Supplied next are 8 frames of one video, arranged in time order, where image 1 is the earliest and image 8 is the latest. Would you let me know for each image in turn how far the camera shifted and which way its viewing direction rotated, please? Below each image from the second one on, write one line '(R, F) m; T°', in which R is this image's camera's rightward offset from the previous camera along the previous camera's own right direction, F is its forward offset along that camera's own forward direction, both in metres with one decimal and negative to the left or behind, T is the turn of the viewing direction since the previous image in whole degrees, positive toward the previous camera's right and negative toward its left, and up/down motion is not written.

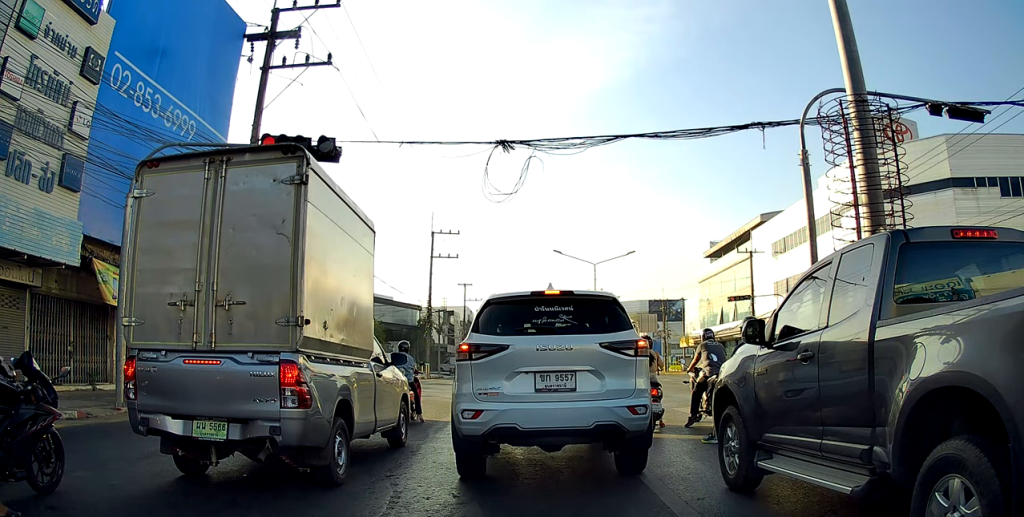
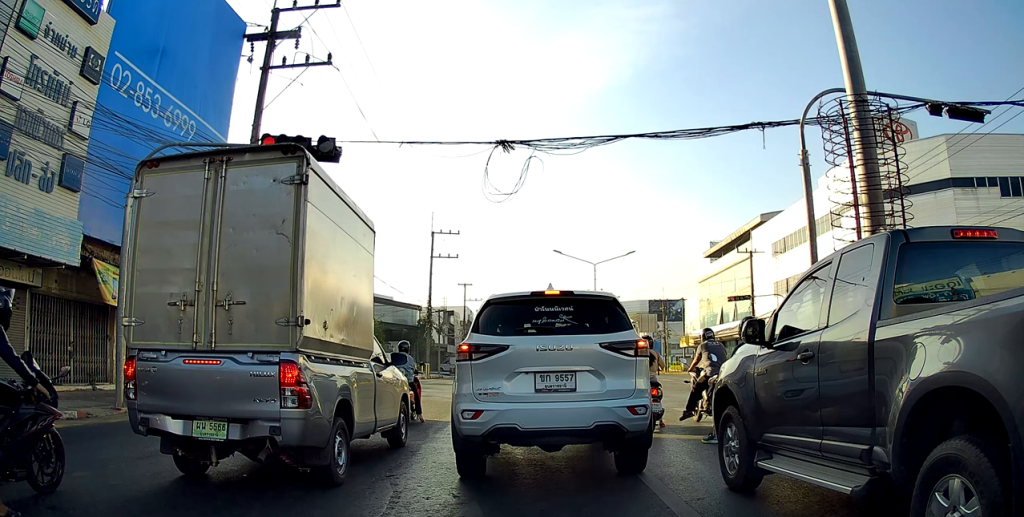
(0.0, 0.0) m; 0°
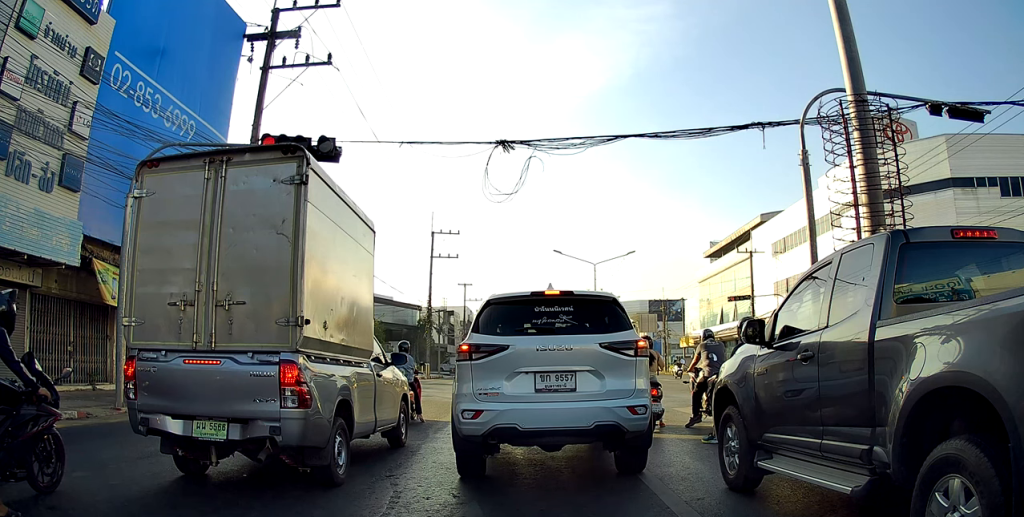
(0.0, 0.0) m; 0°
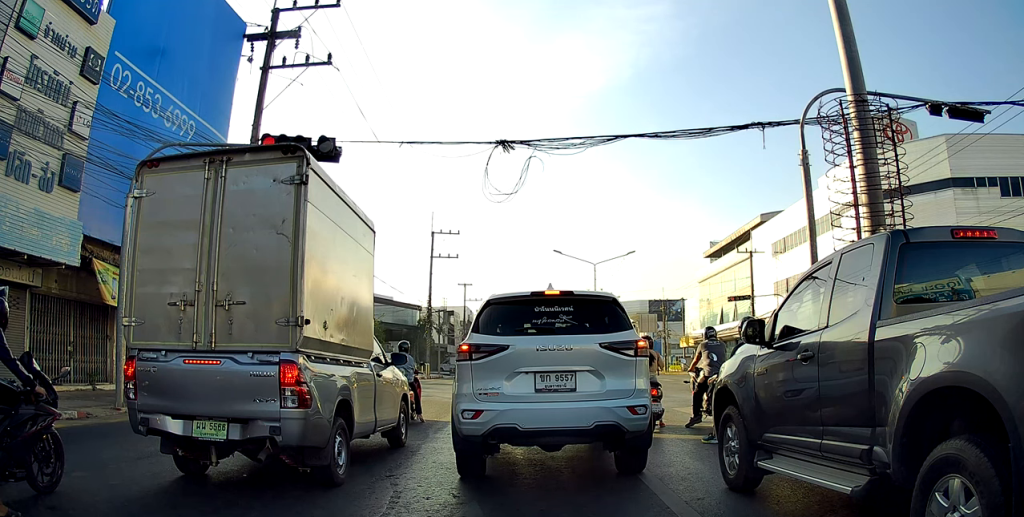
(0.0, 0.0) m; 0°
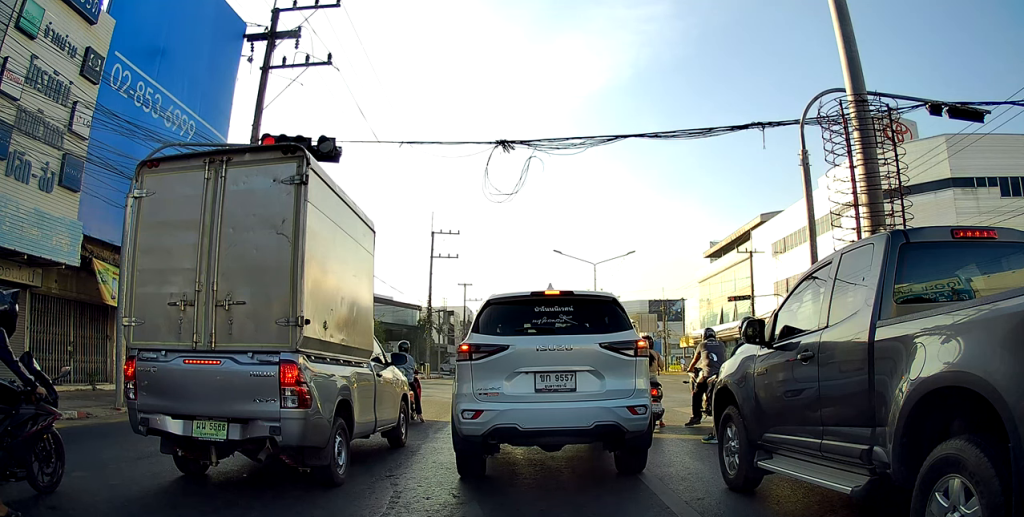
(0.0, 0.0) m; 0°
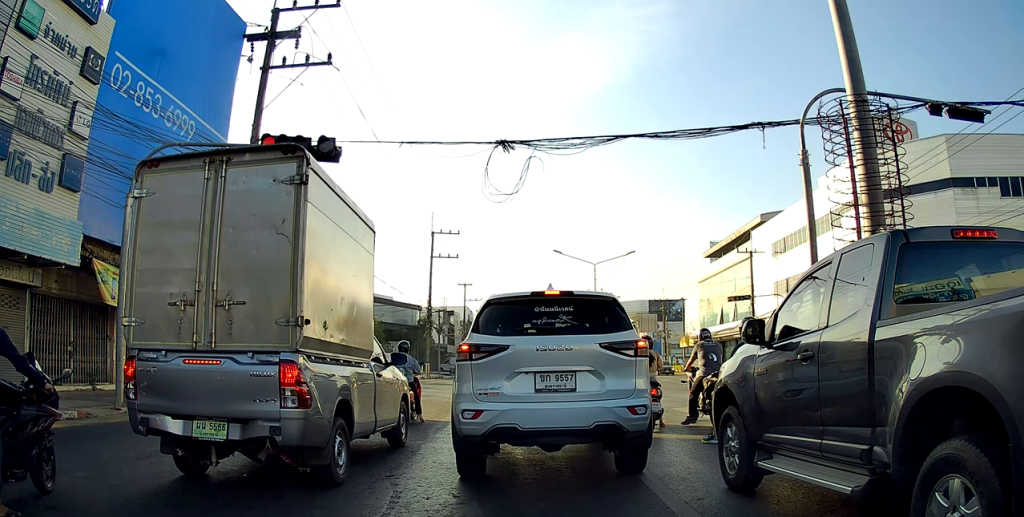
(0.0, 0.0) m; 0°
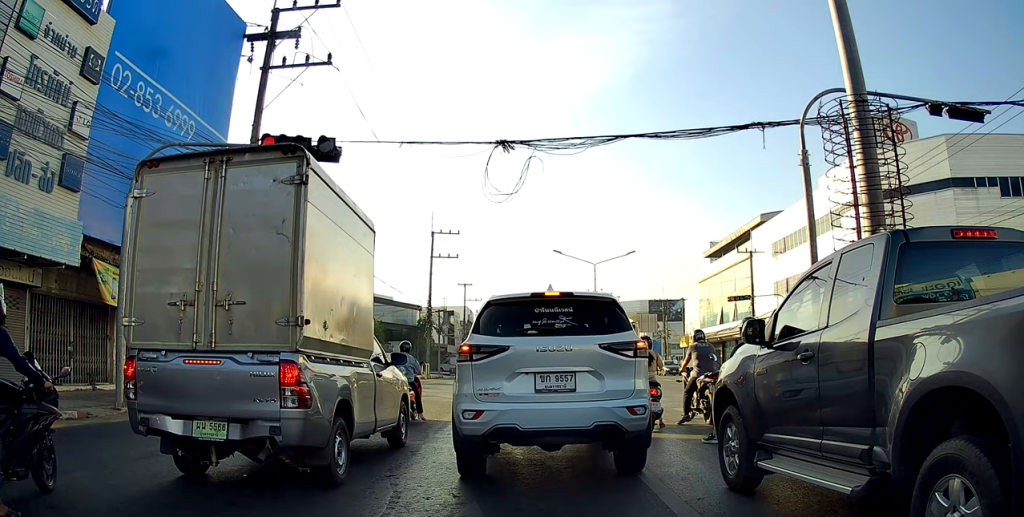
(0.0, 0.0) m; 0°
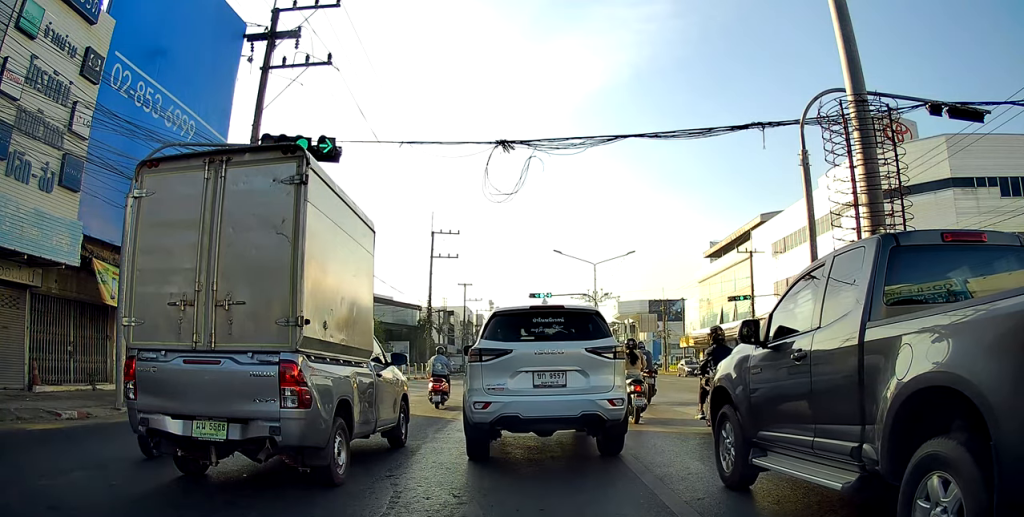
(0.0, 0.0) m; 0°
